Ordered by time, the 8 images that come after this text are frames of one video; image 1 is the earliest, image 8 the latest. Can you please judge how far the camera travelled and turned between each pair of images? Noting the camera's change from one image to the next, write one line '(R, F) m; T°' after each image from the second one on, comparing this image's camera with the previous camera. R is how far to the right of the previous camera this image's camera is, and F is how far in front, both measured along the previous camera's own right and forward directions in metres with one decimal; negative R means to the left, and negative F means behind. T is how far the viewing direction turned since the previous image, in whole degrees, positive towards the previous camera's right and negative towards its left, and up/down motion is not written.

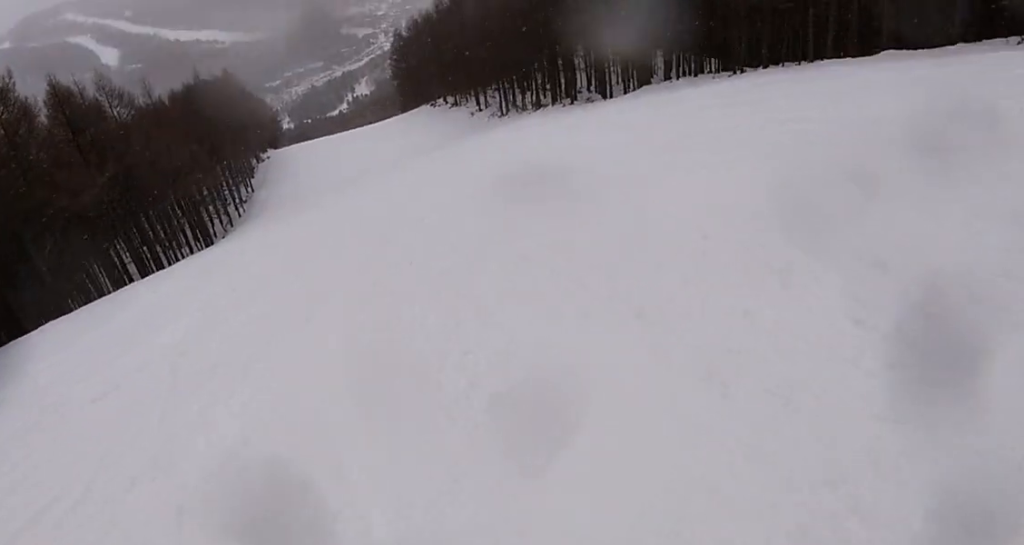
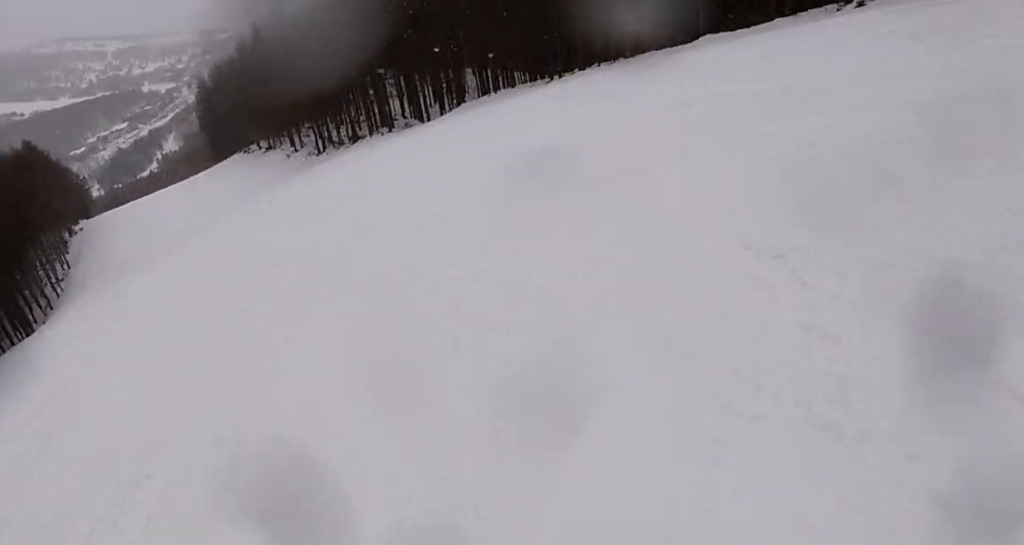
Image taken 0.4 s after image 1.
(+0.3, +2.1) m; +10°
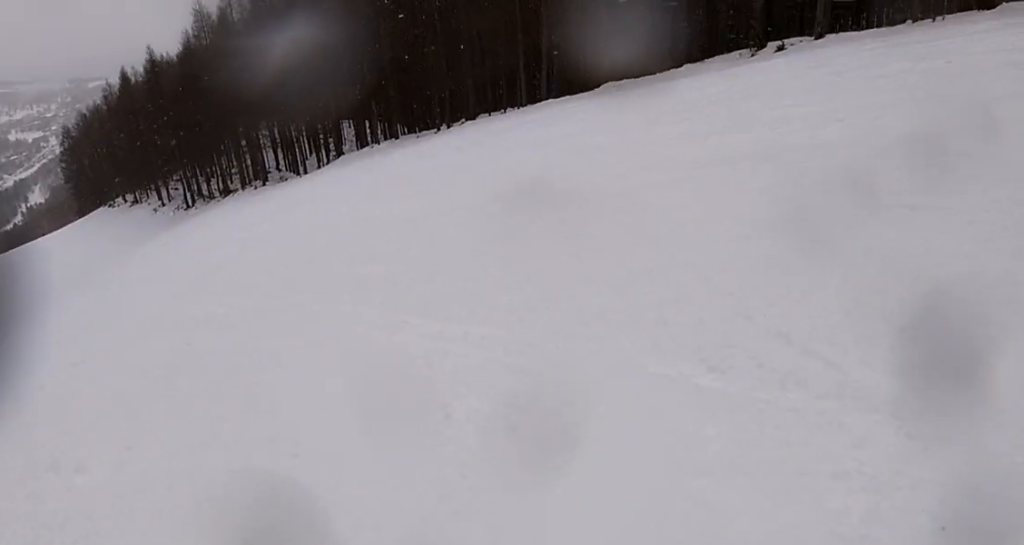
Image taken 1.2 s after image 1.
(+0.4, +3.4) m; +14°
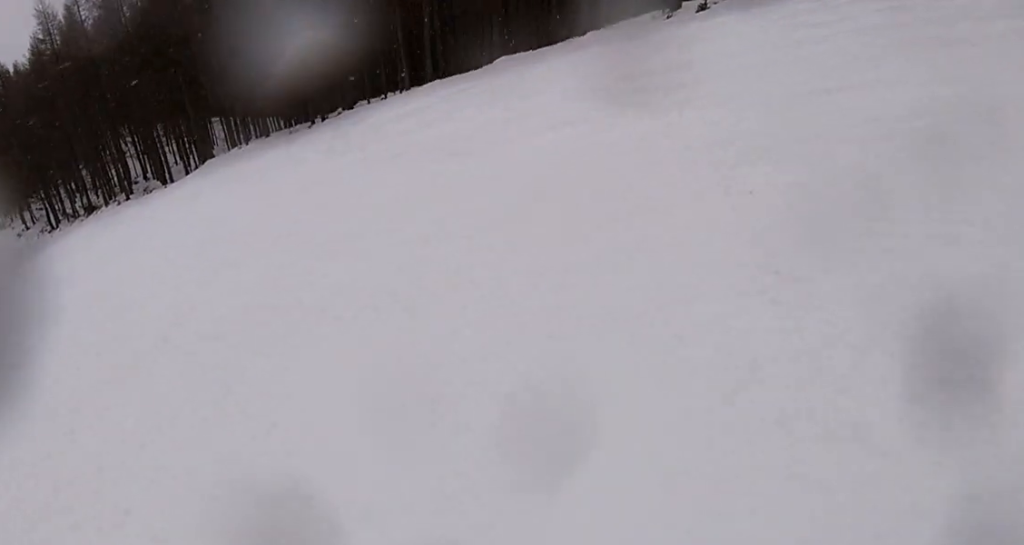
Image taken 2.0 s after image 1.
(+0.6, +3.9) m; +9°
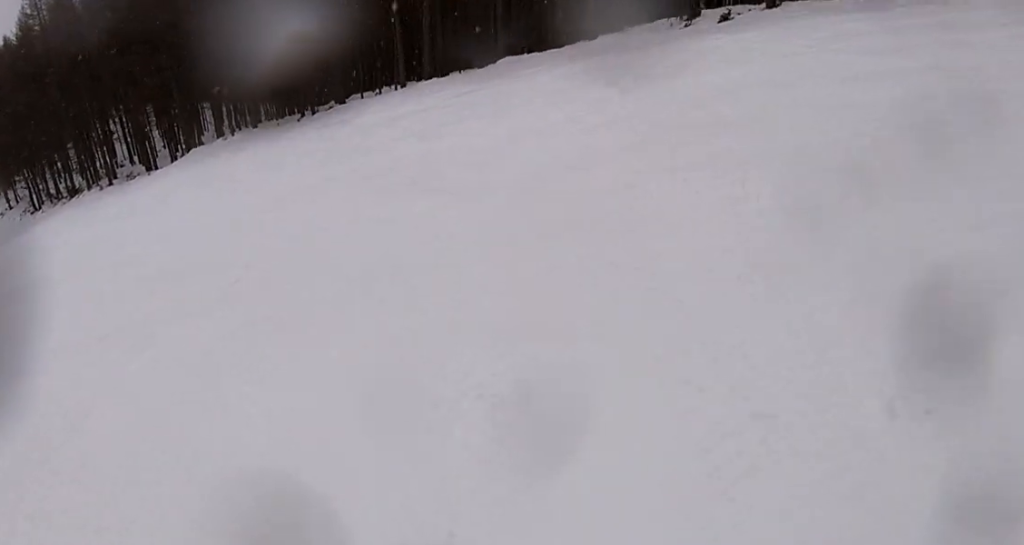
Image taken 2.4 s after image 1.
(+0.1, +2.0) m; -9°
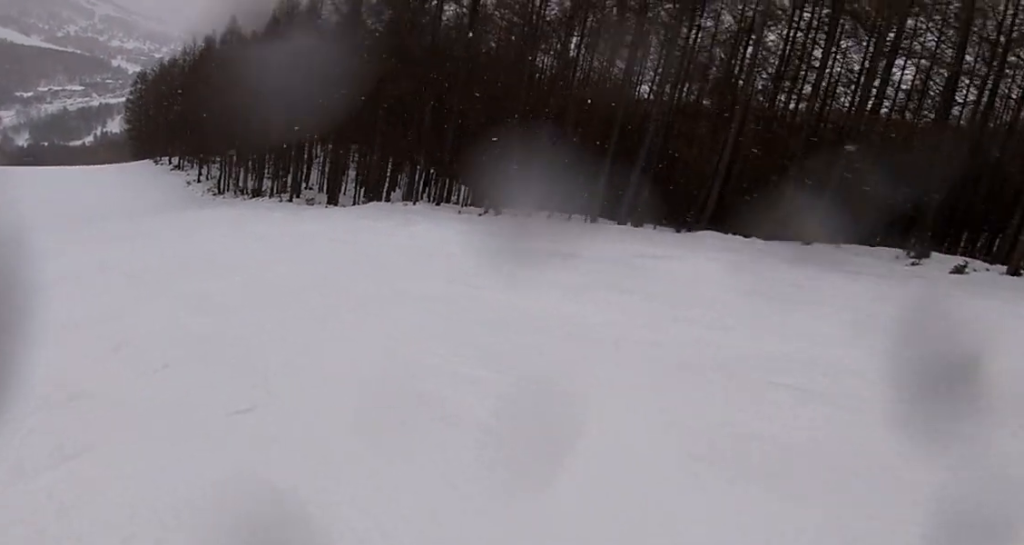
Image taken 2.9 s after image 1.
(+0.6, +2.7) m; -12°
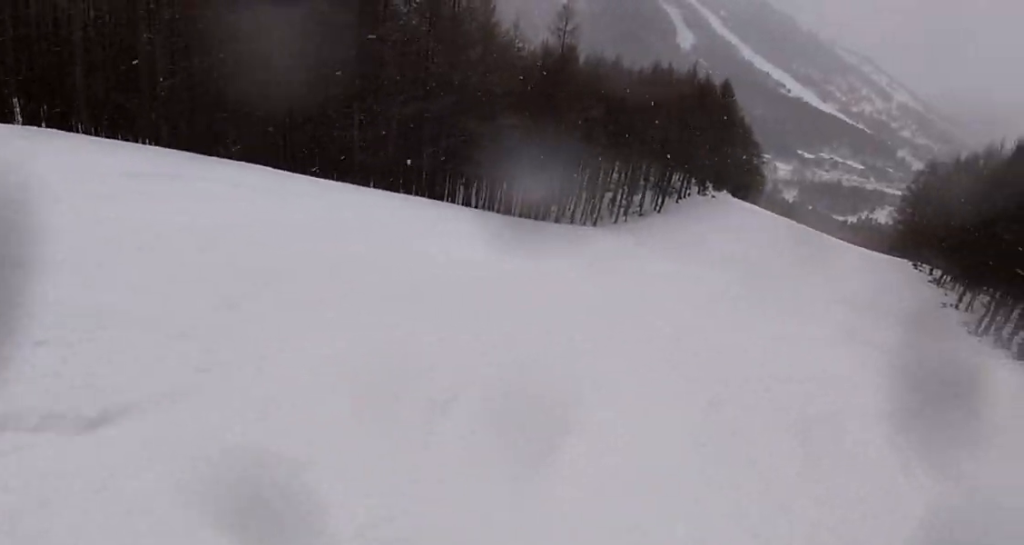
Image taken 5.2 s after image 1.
(-7.5, +8.2) m; -57°
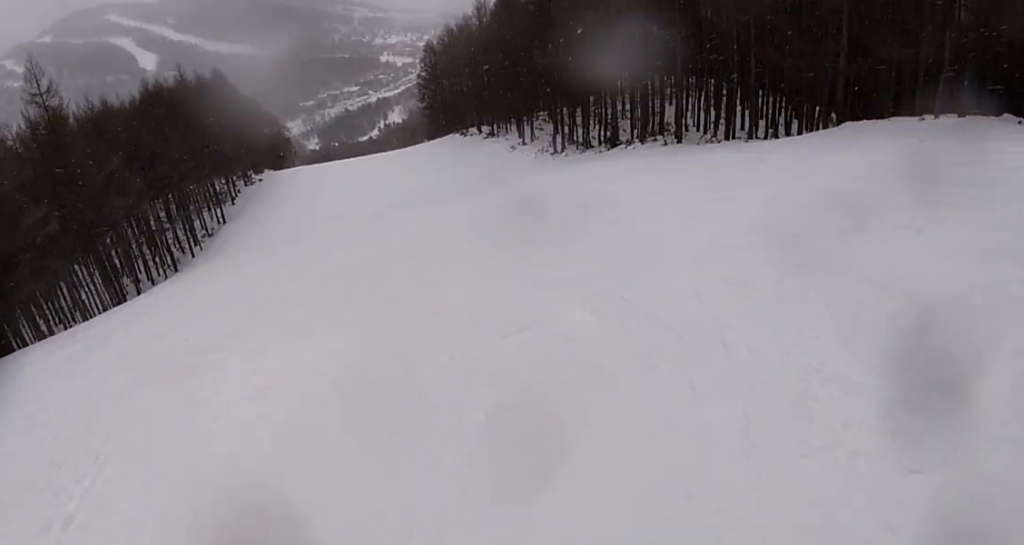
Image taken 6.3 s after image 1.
(+0.2, +5.9) m; +20°
